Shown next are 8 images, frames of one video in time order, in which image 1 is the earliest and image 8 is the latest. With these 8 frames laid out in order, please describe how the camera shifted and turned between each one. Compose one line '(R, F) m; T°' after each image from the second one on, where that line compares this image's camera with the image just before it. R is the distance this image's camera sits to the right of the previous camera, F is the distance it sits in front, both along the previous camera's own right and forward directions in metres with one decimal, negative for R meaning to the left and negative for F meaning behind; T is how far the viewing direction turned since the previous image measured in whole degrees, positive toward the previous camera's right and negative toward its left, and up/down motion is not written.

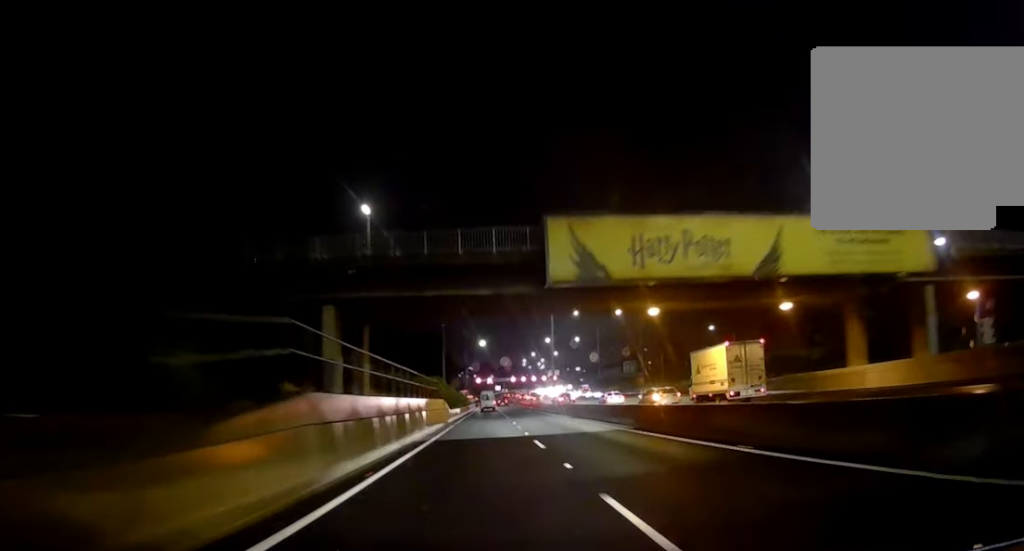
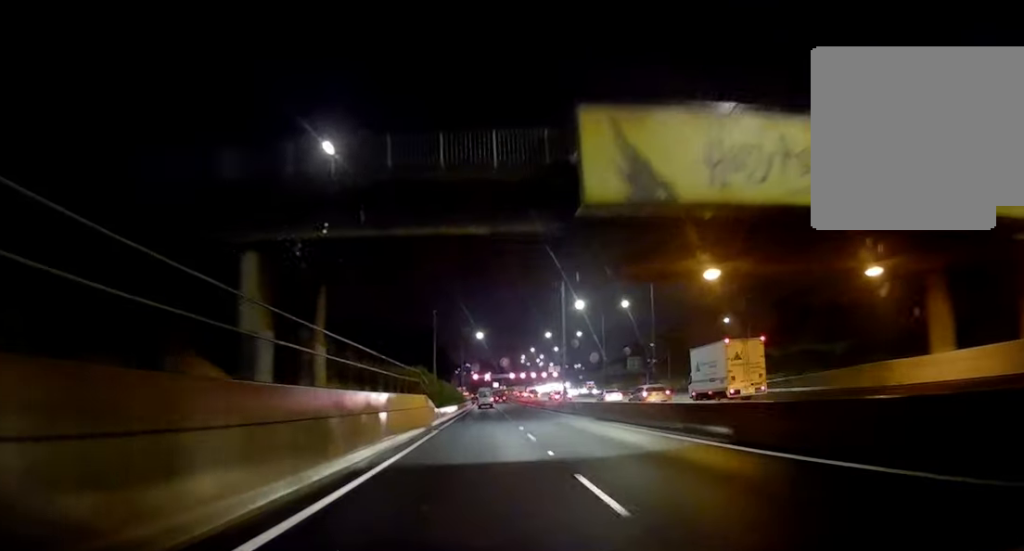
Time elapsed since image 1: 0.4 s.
(0.0, +10.3) m; 0°
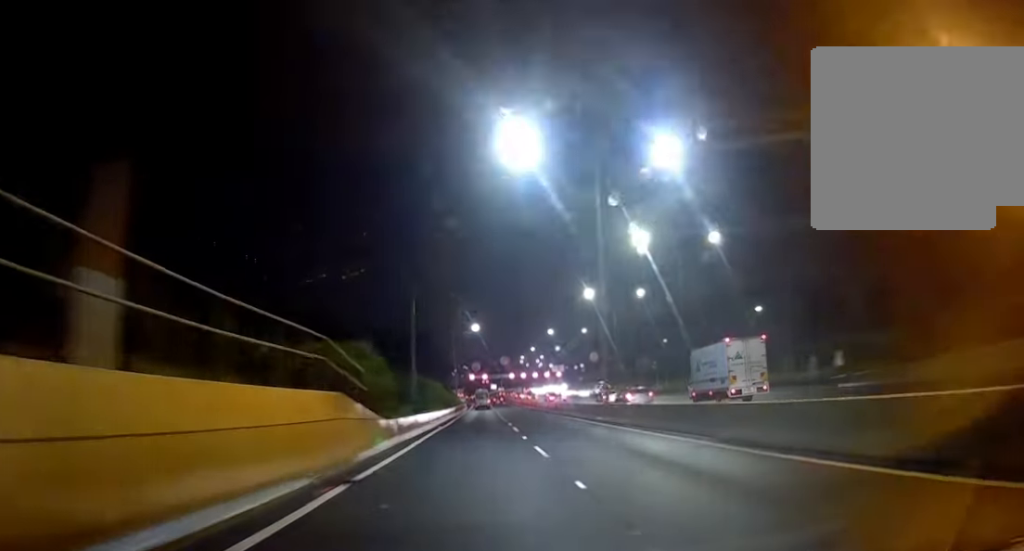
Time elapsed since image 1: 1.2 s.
(0.0, +17.5) m; 0°
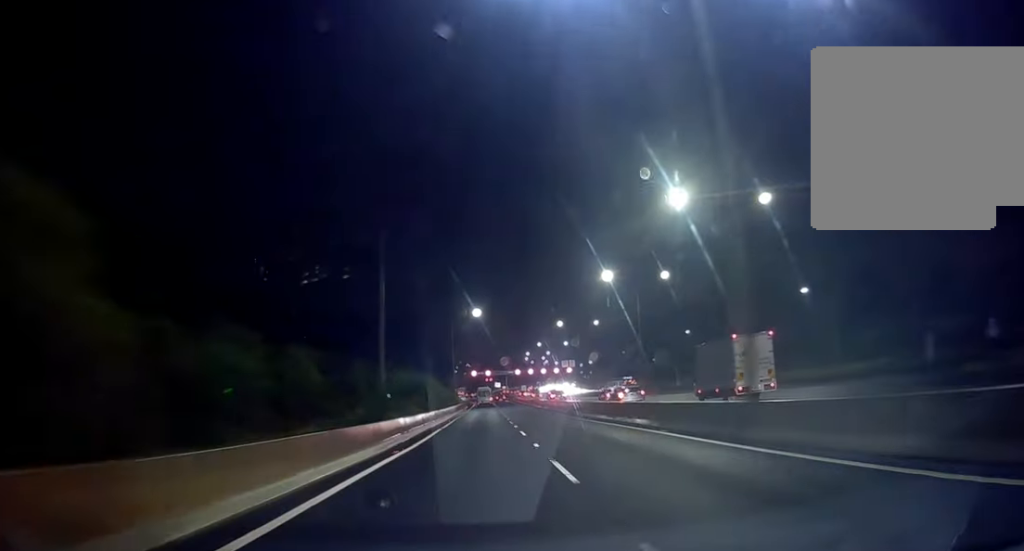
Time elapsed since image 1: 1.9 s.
(0.0, +16.6) m; 0°
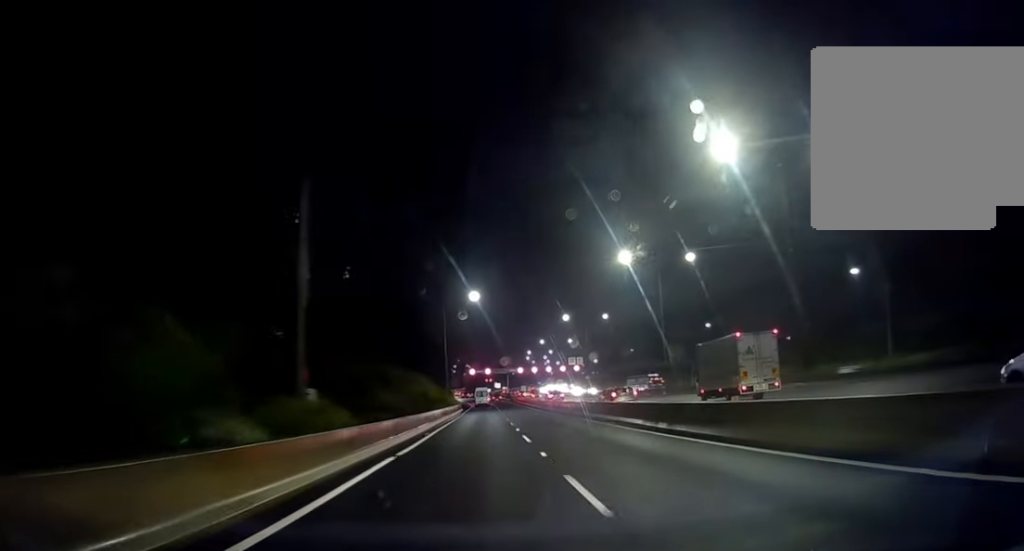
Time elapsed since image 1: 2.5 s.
(0.0, +14.8) m; 0°
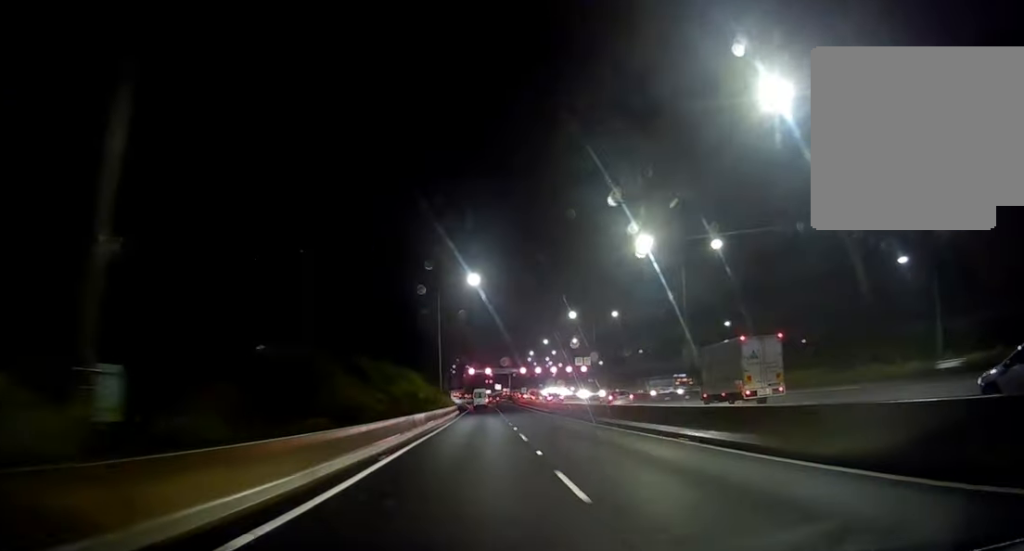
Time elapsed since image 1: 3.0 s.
(0.0, +10.8) m; 0°
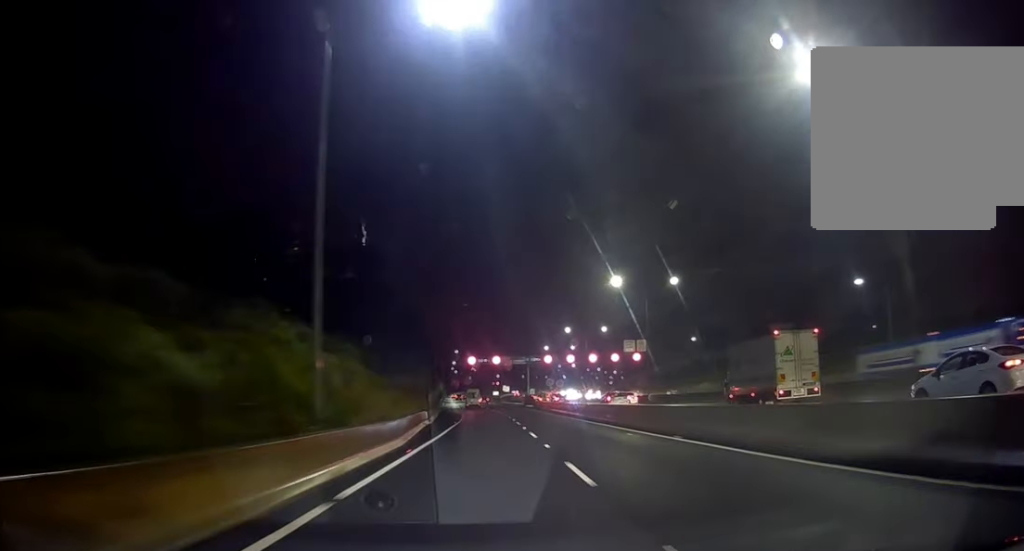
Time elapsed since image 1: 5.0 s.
(0.0, +45.8) m; 0°
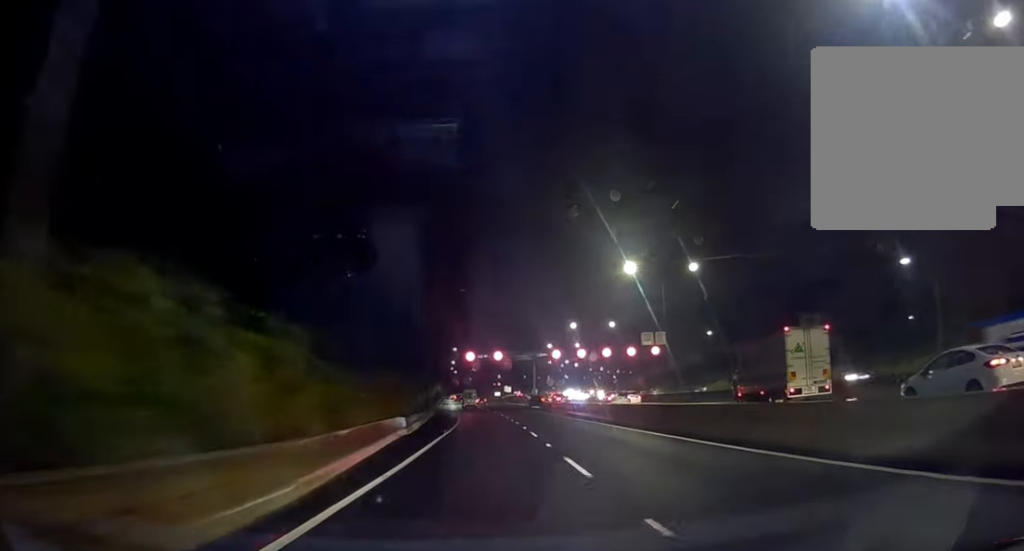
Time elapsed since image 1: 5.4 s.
(0.0, +10.8) m; -1°
